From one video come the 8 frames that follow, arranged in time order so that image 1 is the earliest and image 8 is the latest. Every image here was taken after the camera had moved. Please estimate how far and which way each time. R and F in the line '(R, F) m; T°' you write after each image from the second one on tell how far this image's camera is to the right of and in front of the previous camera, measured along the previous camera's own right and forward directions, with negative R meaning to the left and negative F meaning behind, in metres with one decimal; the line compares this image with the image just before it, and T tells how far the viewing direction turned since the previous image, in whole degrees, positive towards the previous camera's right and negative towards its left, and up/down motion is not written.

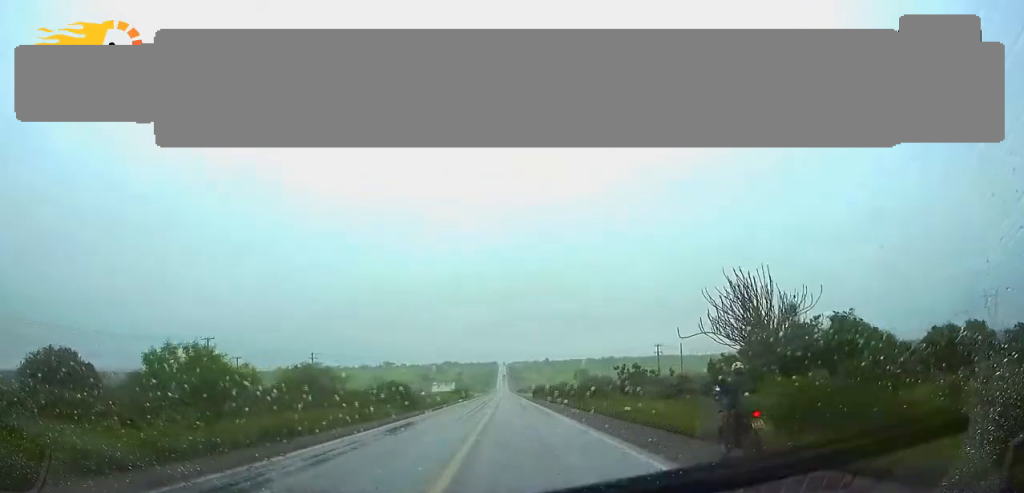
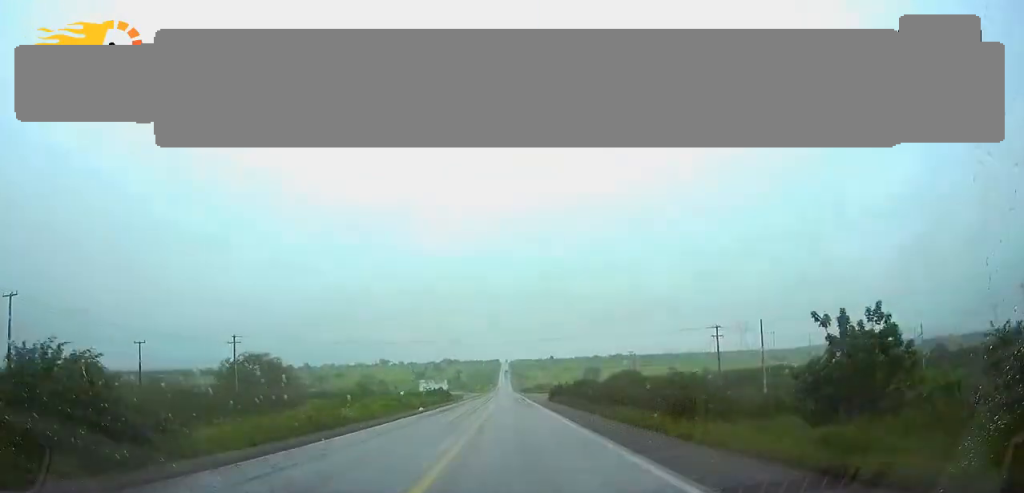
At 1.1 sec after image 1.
(+0.1, +38.3) m; 0°
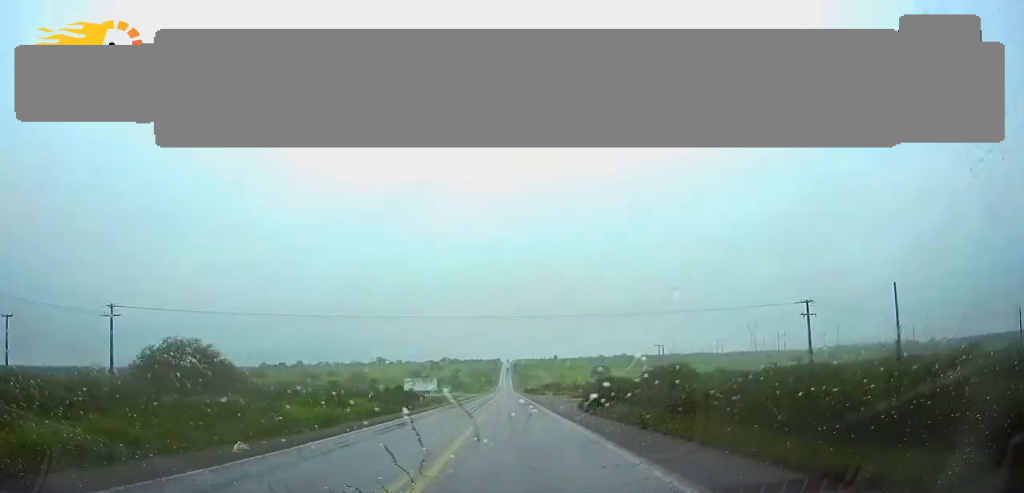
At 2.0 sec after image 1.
(-0.1, +31.3) m; 0°
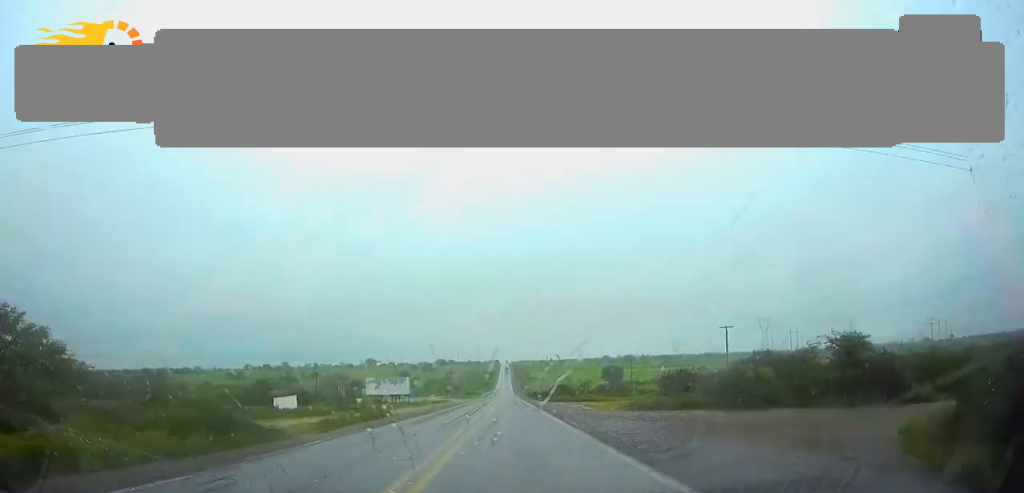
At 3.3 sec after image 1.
(0.0, +43.9) m; 0°
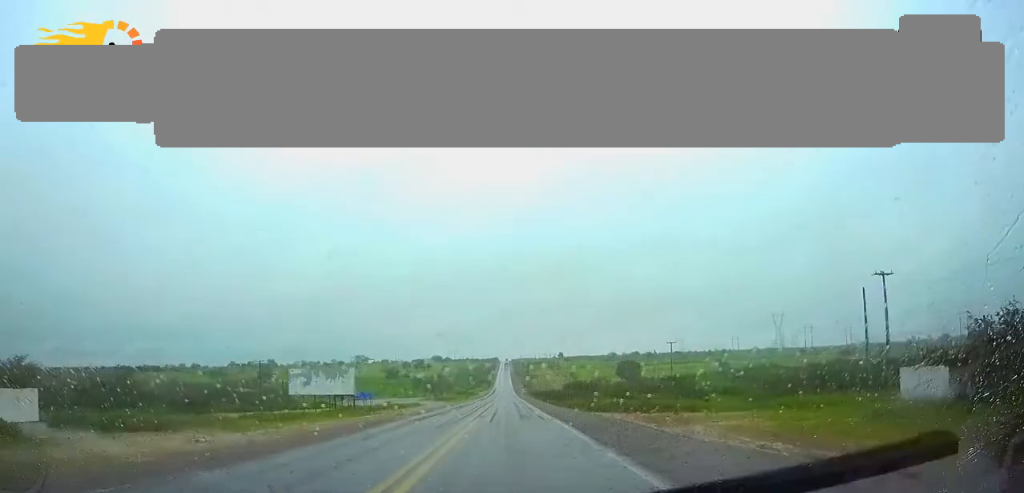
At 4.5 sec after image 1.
(0.0, +43.0) m; 0°
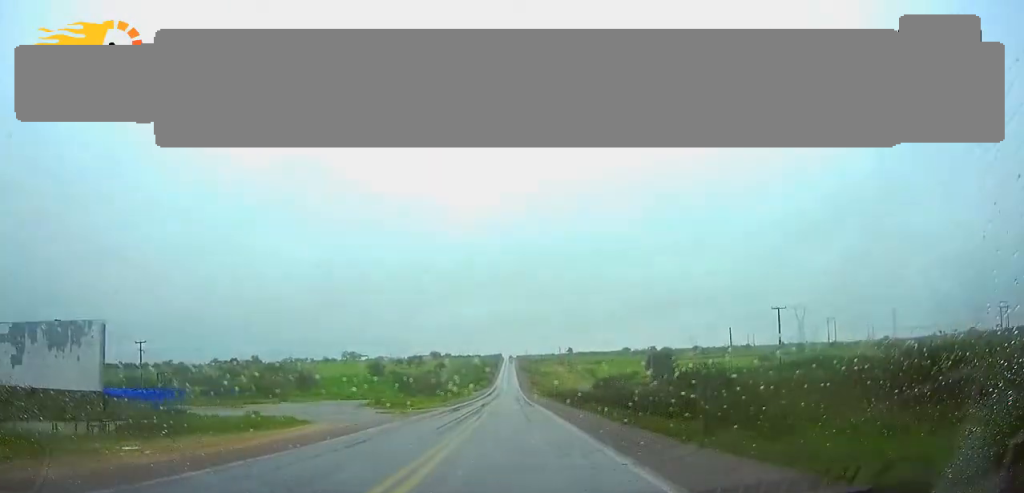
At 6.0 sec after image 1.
(-0.2, +51.7) m; 0°
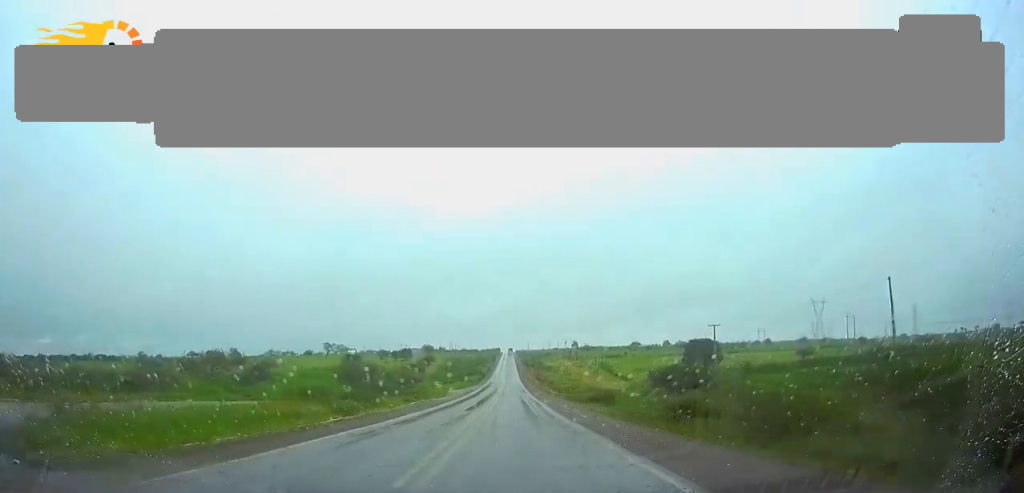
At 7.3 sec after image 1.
(0.0, +47.2) m; 0°
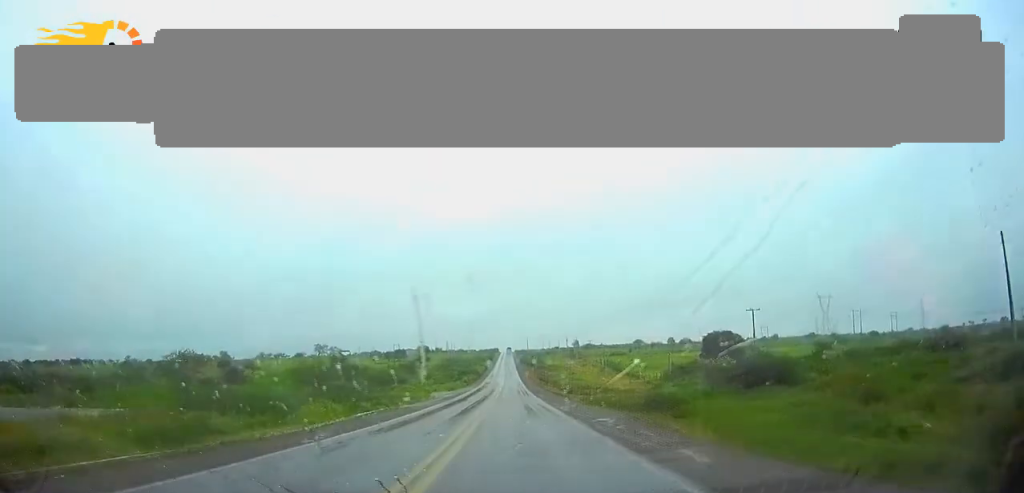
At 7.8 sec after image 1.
(0.0, +17.8) m; 0°
